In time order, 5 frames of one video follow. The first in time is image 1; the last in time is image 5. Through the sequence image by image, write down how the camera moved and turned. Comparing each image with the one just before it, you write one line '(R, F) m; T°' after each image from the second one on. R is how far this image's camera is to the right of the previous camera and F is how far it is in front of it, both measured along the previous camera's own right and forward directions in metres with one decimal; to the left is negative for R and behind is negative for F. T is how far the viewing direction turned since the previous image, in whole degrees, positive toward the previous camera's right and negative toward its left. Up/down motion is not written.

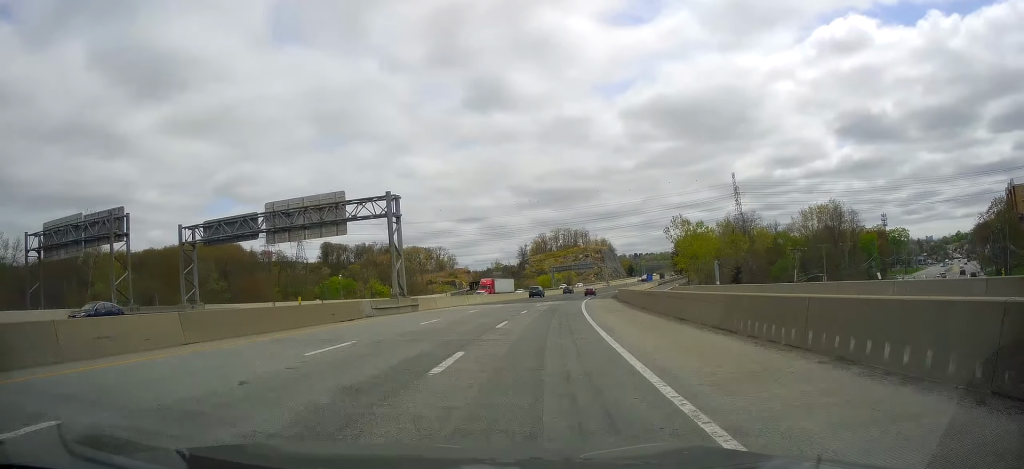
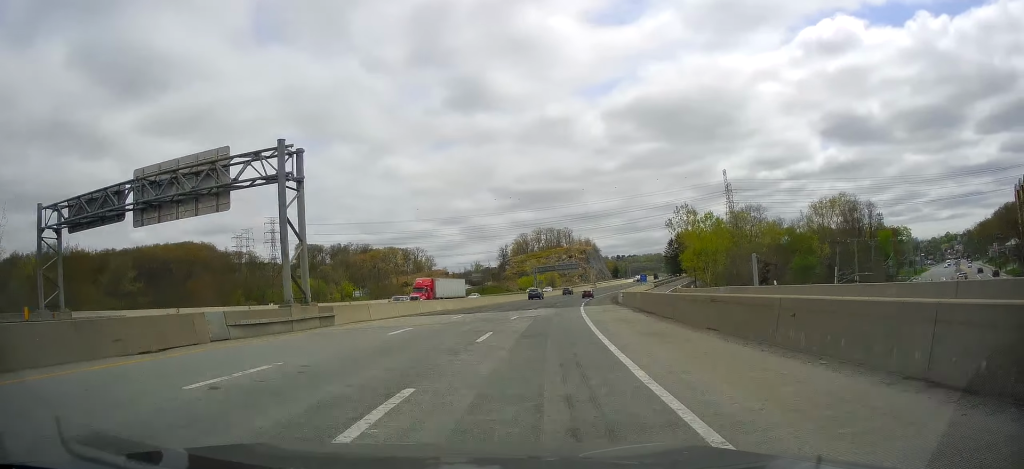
(+0.4, +17.2) m; +2°
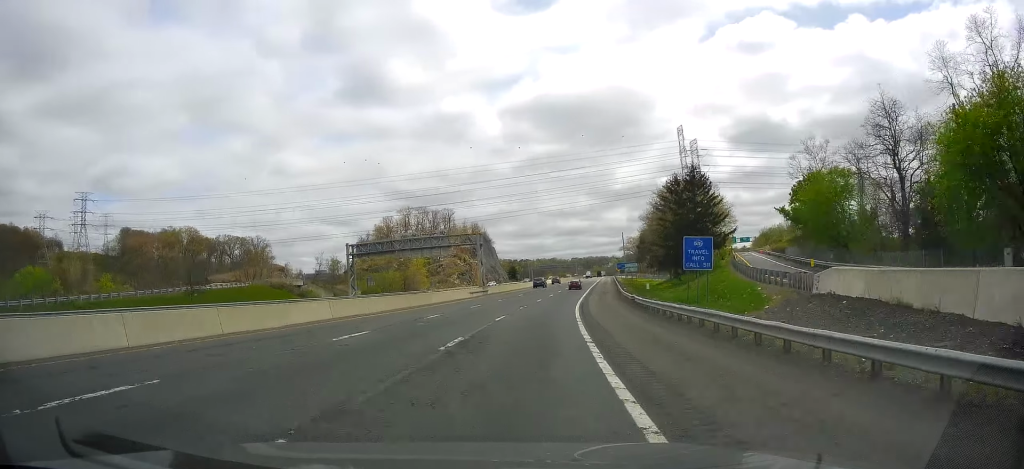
(+11.2, +111.4) m; +10°
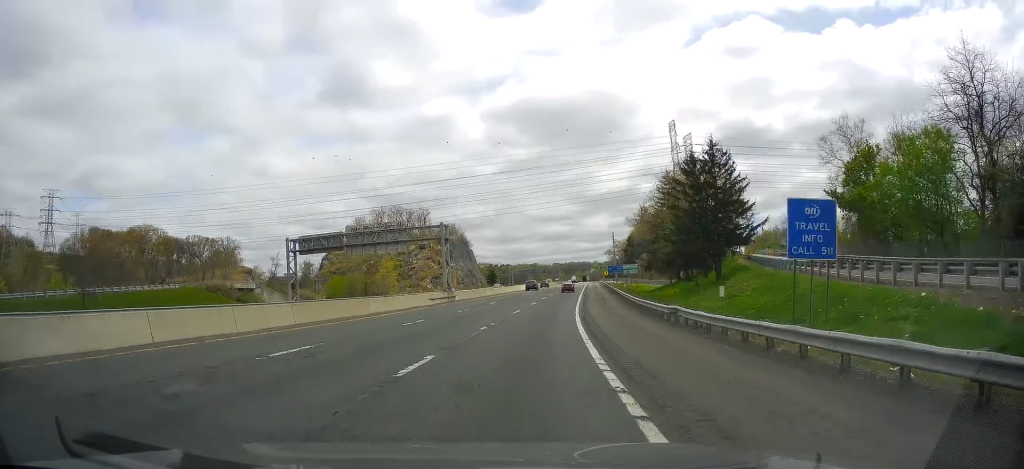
(-0.1, +16.2) m; +1°
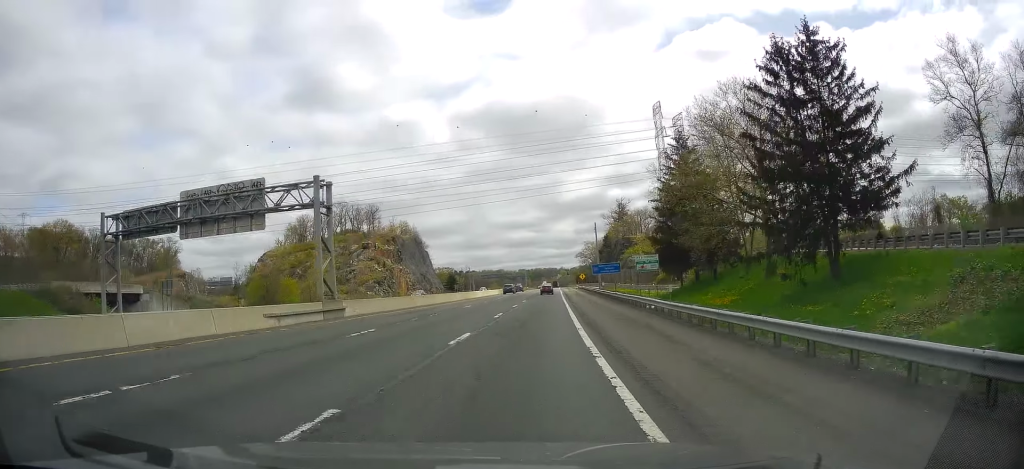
(+0.5, +30.5) m; +3°
